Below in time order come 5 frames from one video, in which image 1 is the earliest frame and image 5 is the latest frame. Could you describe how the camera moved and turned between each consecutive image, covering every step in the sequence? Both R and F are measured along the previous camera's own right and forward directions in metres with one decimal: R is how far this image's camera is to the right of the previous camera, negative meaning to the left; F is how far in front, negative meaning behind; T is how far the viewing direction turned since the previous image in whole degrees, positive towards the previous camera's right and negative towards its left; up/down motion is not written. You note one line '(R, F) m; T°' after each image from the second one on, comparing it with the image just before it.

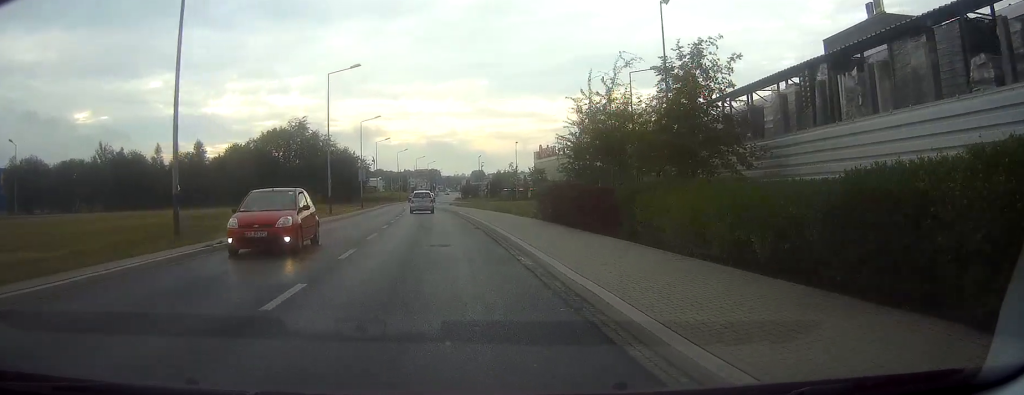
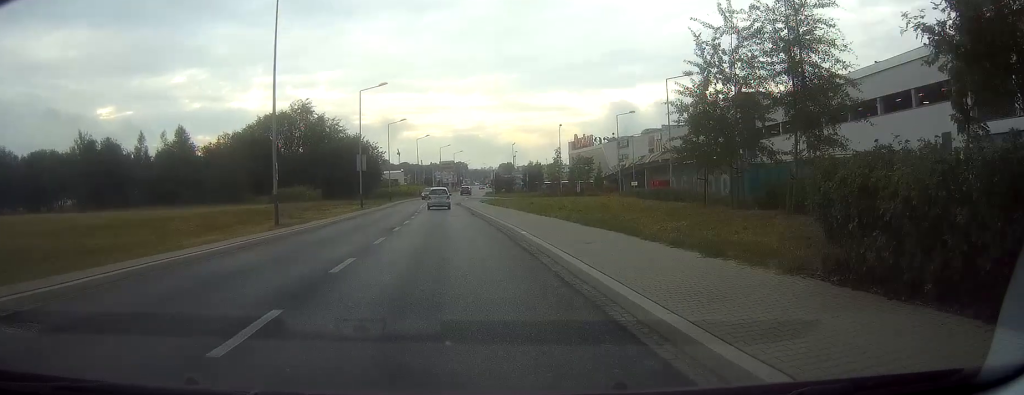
(-0.3, +20.1) m; -2°
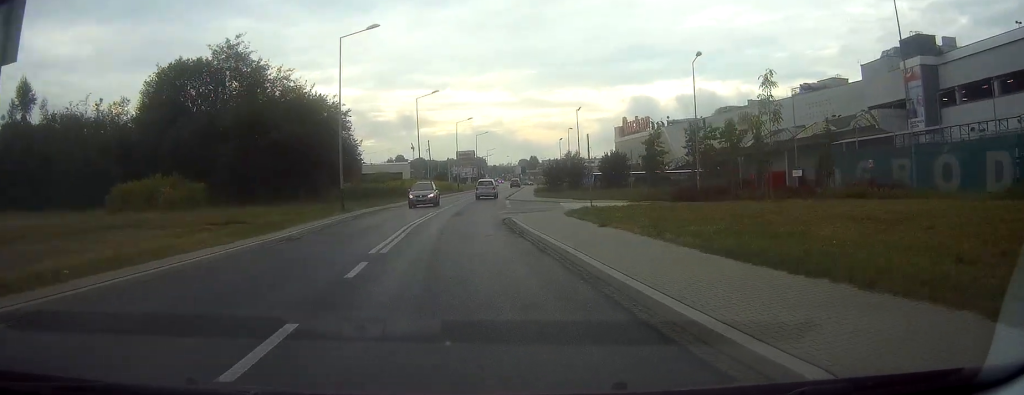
(-0.9, +46.7) m; -2°
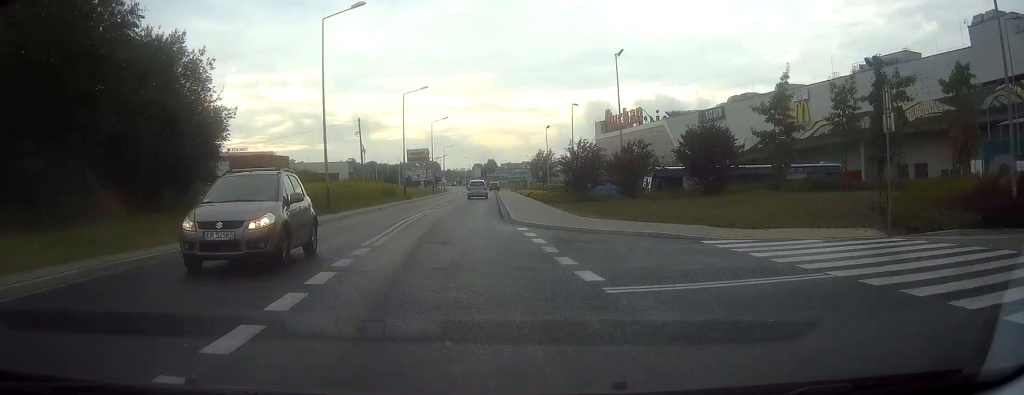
(+0.5, +31.9) m; +3°
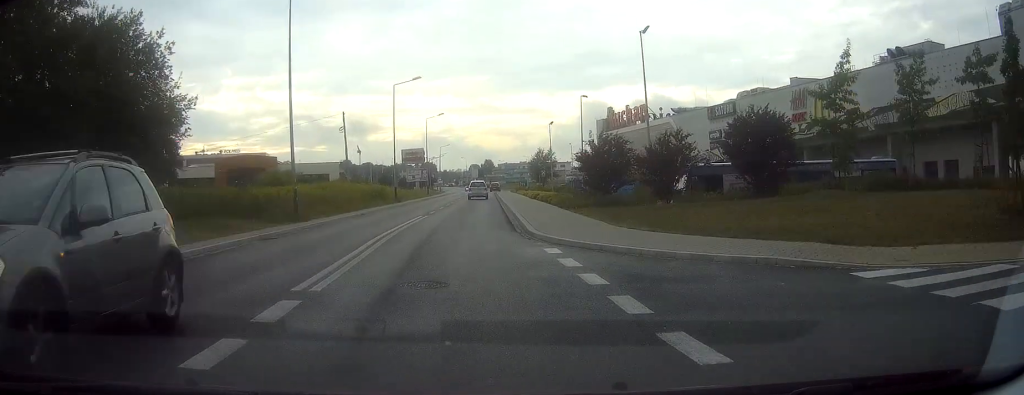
(+0.1, +6.4) m; +1°
